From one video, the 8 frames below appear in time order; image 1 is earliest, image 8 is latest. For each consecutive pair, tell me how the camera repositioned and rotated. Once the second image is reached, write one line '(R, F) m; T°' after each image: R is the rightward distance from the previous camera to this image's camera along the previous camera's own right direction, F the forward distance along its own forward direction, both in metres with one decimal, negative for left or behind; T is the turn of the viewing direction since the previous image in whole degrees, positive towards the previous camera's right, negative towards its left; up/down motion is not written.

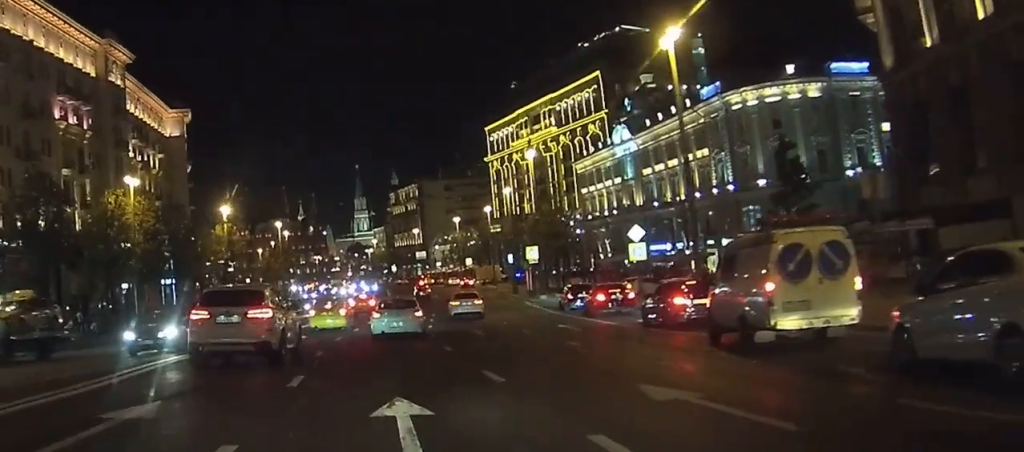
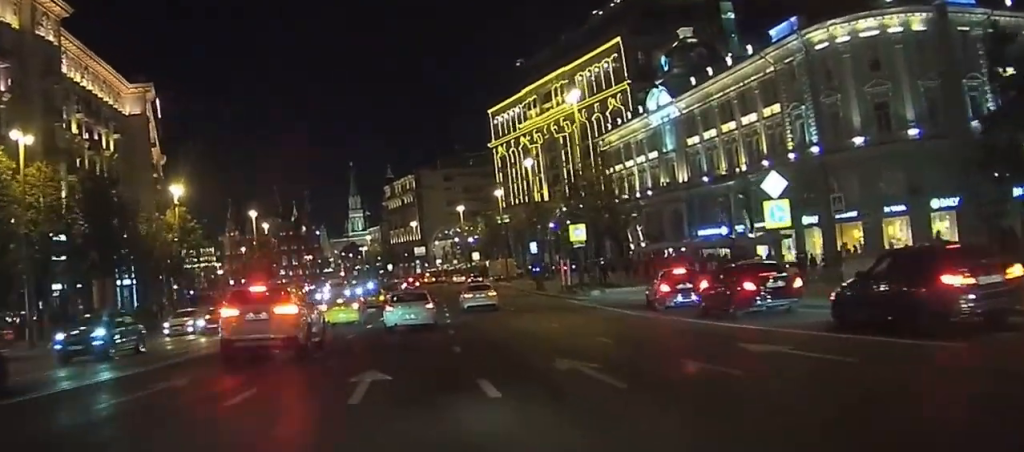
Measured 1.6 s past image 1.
(-1.2, +20.8) m; 0°
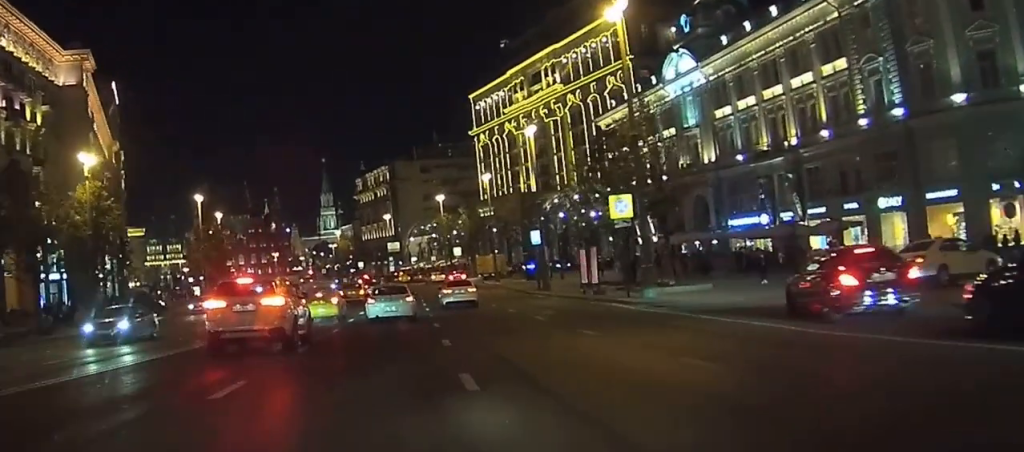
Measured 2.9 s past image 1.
(+0.7, +16.5) m; +5°
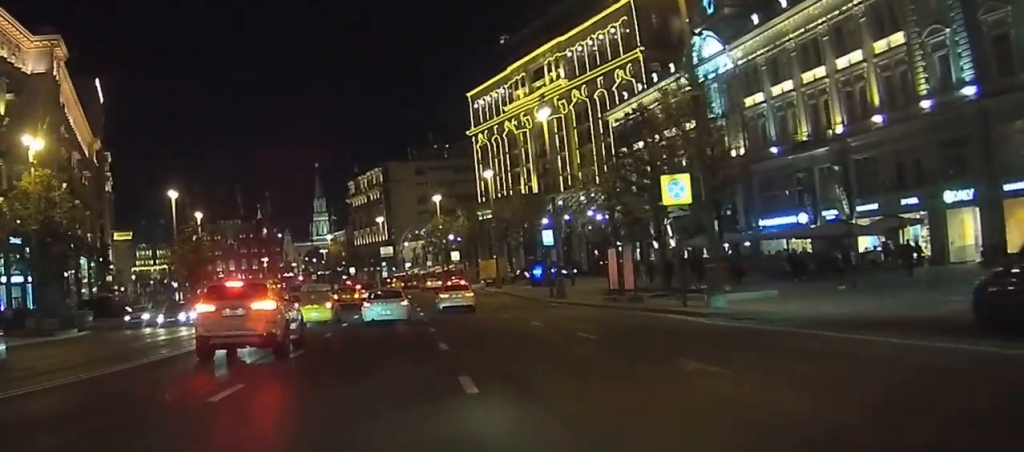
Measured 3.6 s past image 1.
(+0.2, +8.3) m; +1°
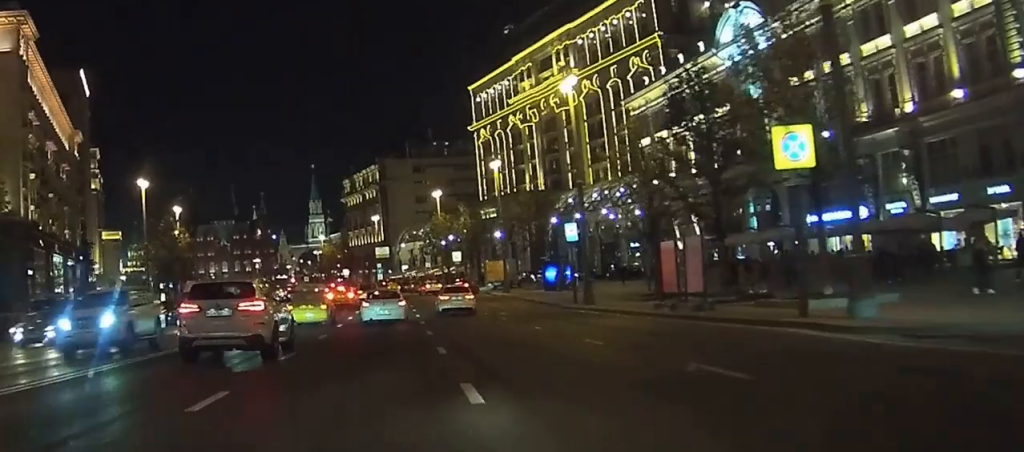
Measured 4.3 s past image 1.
(+0.1, +9.1) m; +1°
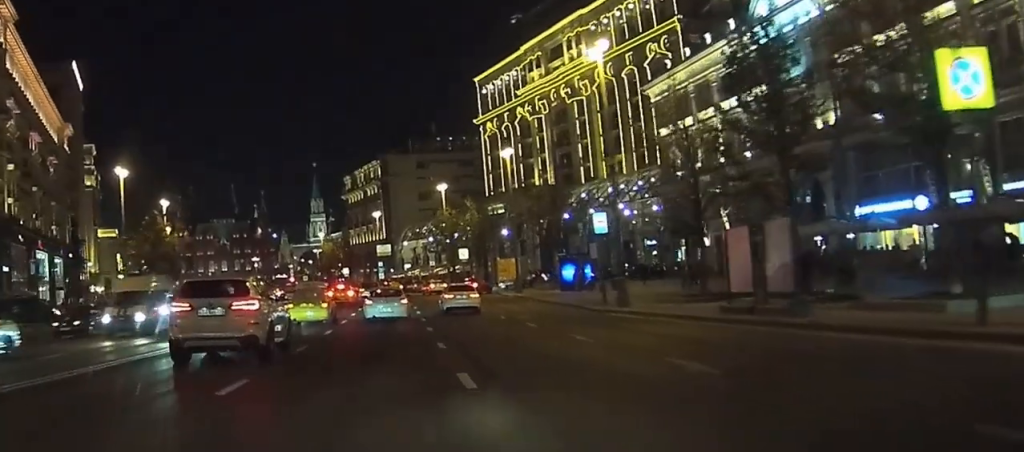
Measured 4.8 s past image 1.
(0.0, +6.5) m; 0°
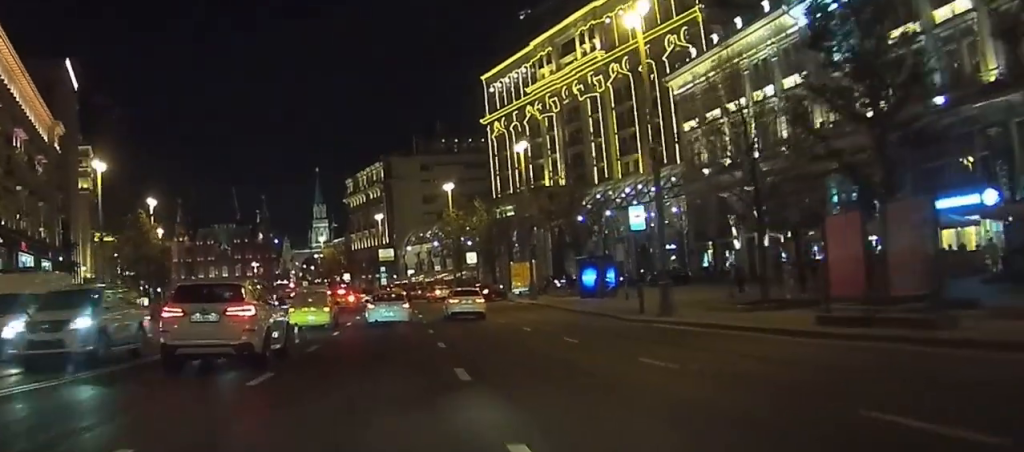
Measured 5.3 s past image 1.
(0.0, +6.1) m; 0°
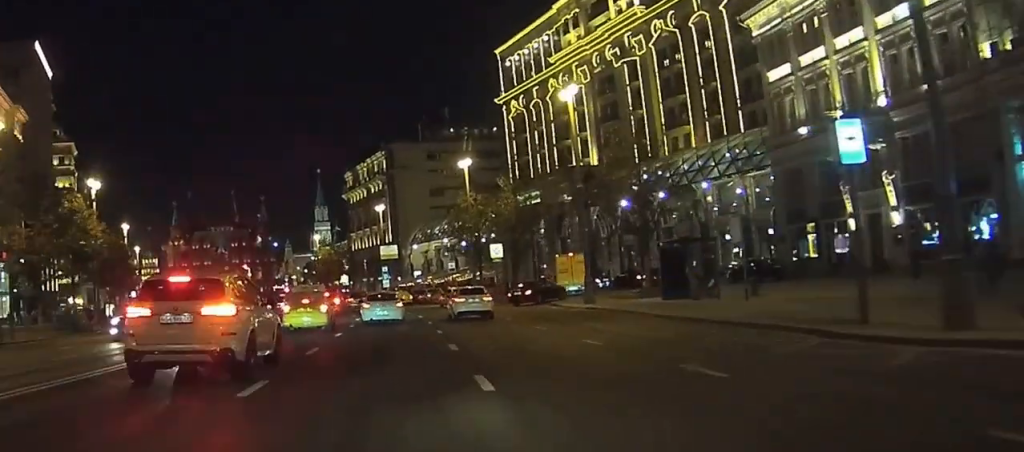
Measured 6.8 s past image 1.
(-0.1, +17.8) m; -1°
